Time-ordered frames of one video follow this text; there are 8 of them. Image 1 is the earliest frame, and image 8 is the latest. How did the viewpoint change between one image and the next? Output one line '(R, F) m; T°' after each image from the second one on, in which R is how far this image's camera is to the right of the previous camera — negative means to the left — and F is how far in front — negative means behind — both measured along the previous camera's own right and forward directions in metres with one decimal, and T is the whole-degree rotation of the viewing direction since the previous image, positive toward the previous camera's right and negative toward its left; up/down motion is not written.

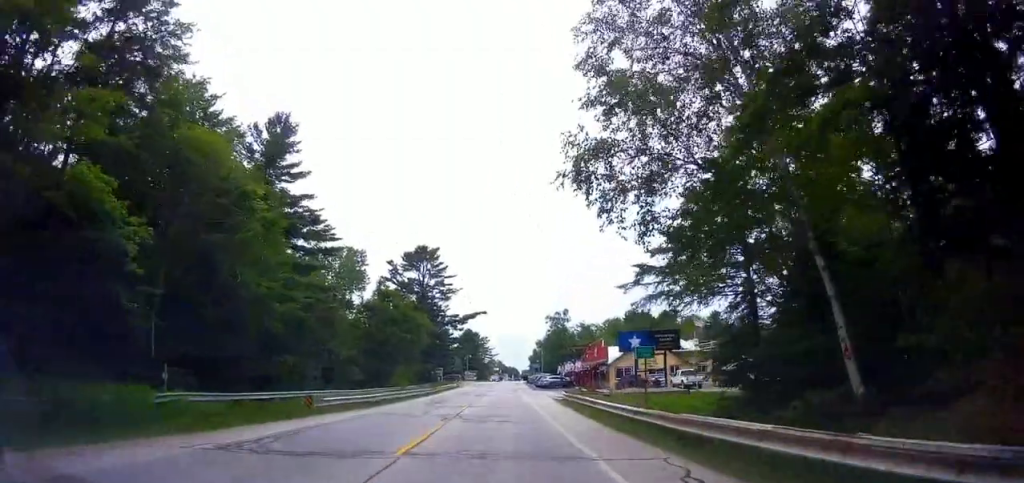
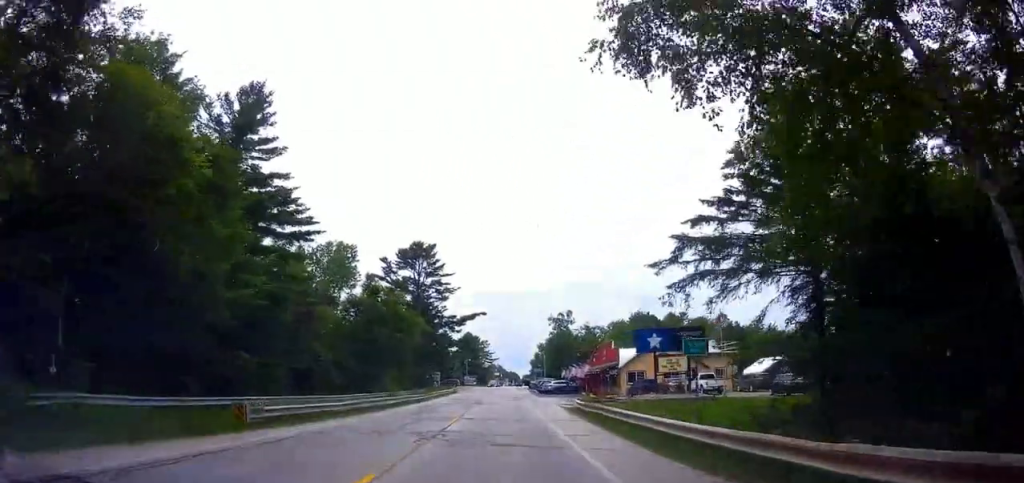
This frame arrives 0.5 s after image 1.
(+0.2, +6.5) m; 0°
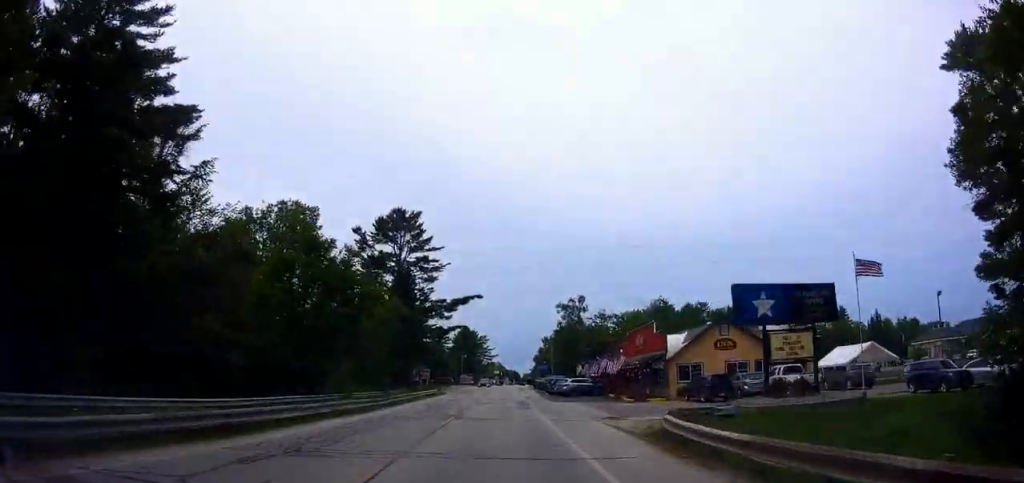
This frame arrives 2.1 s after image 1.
(0.0, +18.7) m; +3°
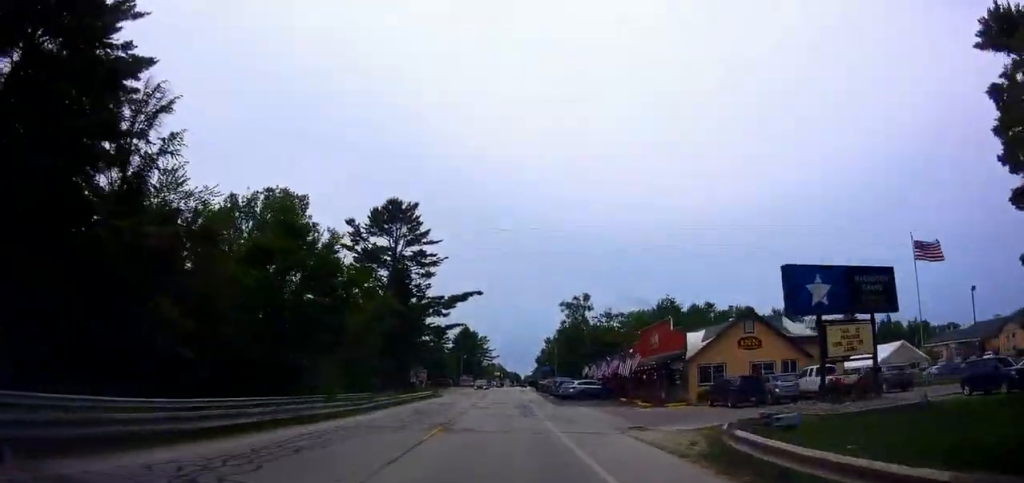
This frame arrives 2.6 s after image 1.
(+0.1, +4.9) m; 0°
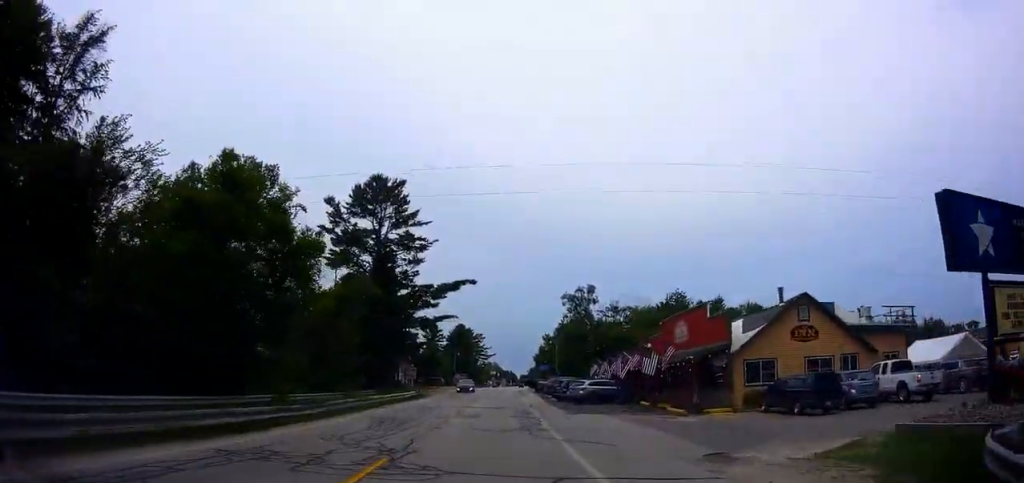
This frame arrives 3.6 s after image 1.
(-0.1, +9.8) m; -2°
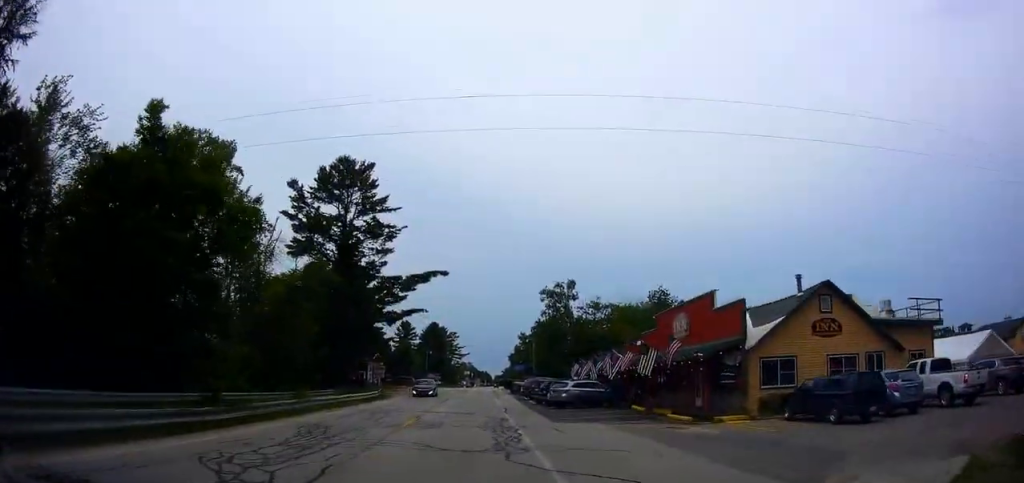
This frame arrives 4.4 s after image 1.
(-0.4, +6.5) m; +1°
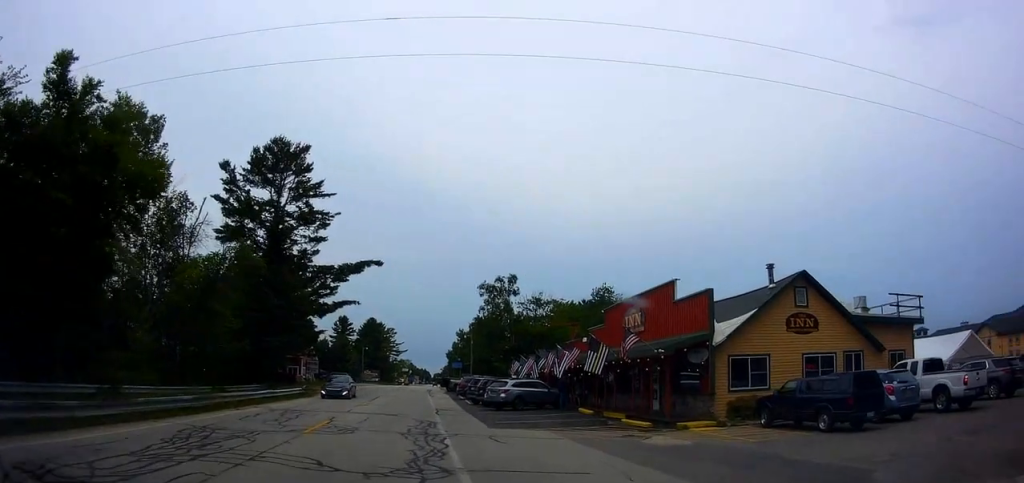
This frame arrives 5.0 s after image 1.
(+0.3, +4.4) m; +5°
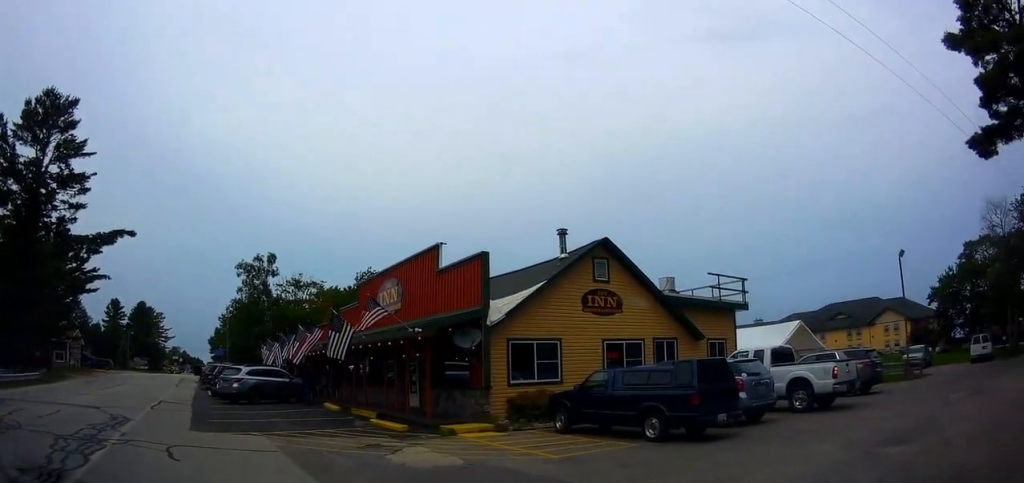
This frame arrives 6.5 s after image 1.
(+0.8, +8.3) m; +11°
